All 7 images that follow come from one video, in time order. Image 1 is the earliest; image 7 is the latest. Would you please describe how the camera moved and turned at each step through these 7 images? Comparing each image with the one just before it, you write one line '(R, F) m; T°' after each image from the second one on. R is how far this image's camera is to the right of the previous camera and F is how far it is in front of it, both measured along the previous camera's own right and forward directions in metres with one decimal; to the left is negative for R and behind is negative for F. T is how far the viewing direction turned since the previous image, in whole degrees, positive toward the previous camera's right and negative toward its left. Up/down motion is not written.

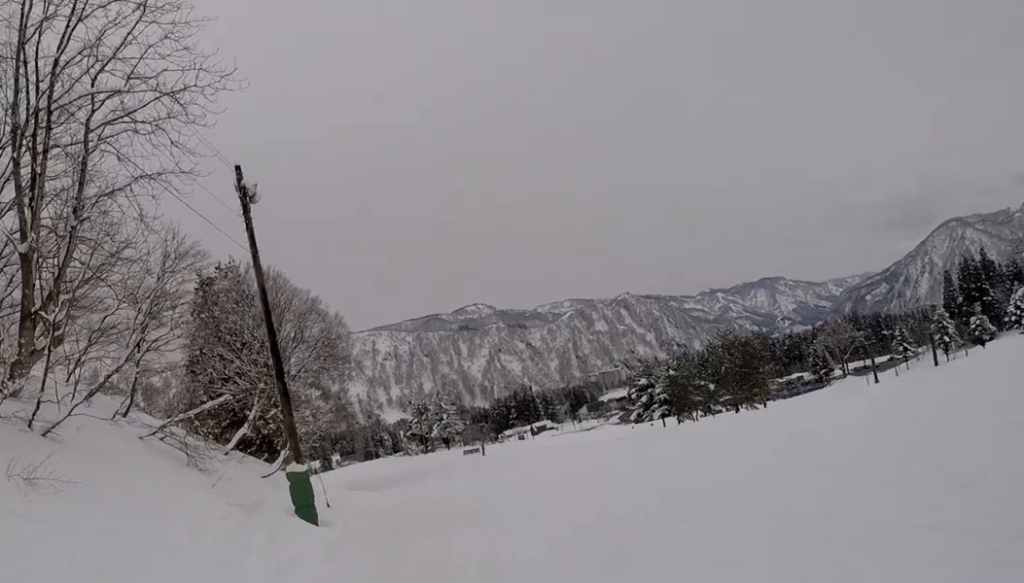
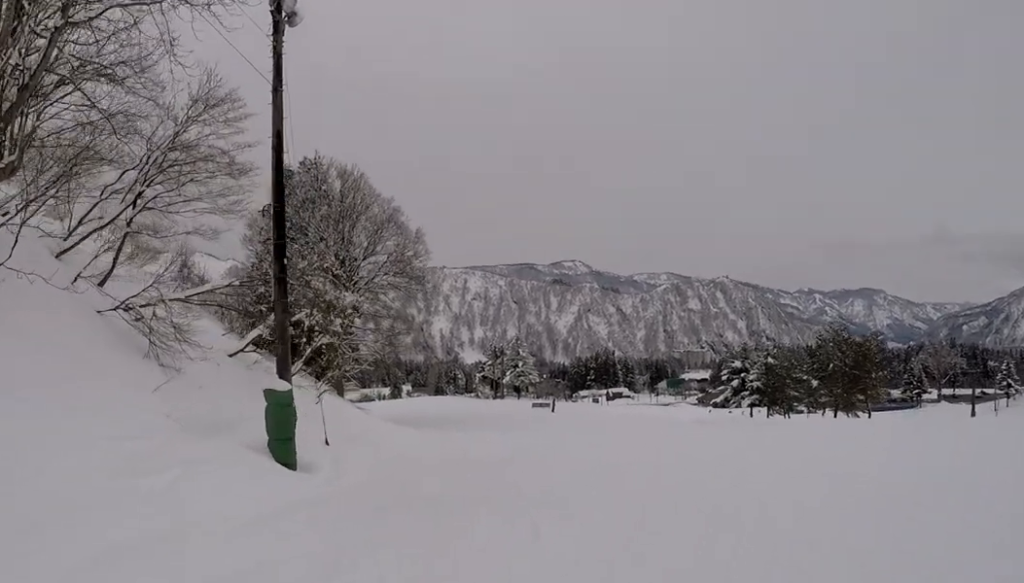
(+0.9, +6.8) m; -1°
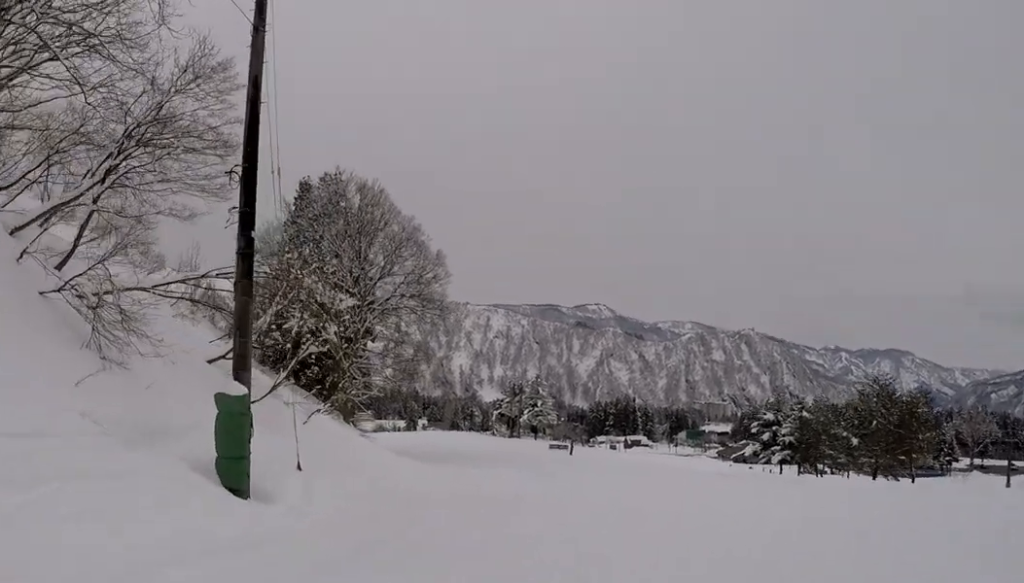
(-0.7, +3.6) m; 0°
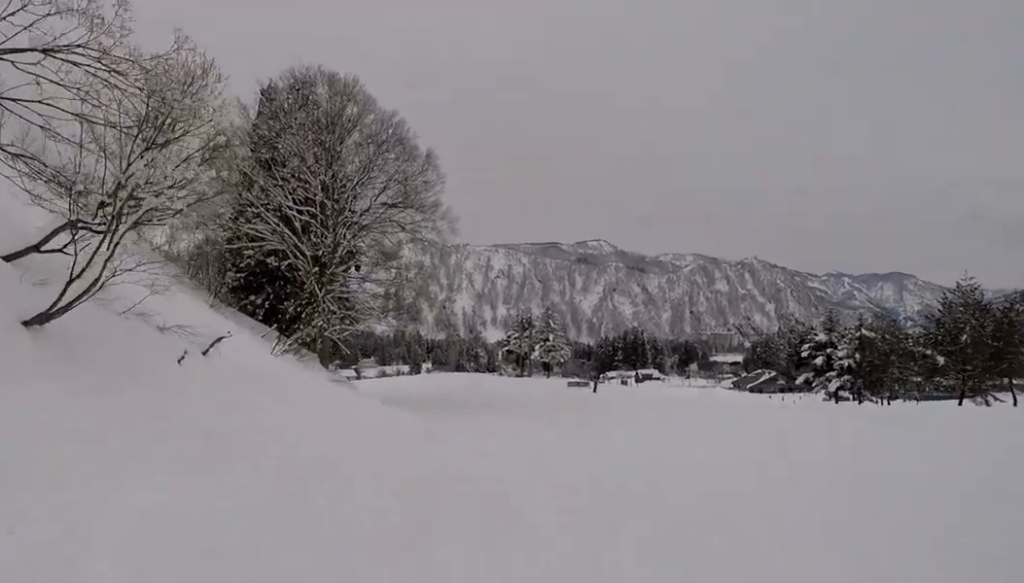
(+0.4, +10.5) m; -3°
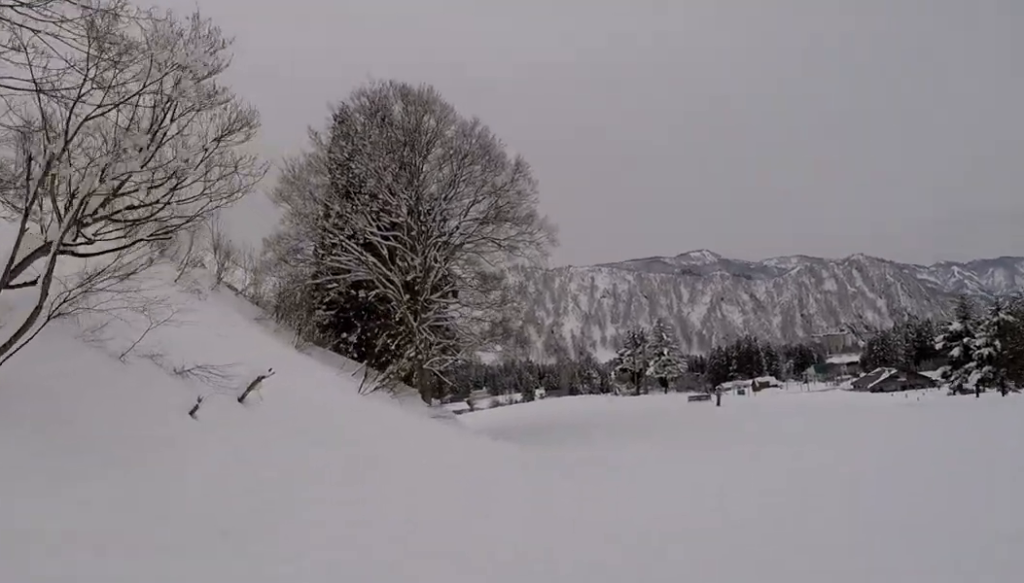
(-0.6, +3.6) m; -9°
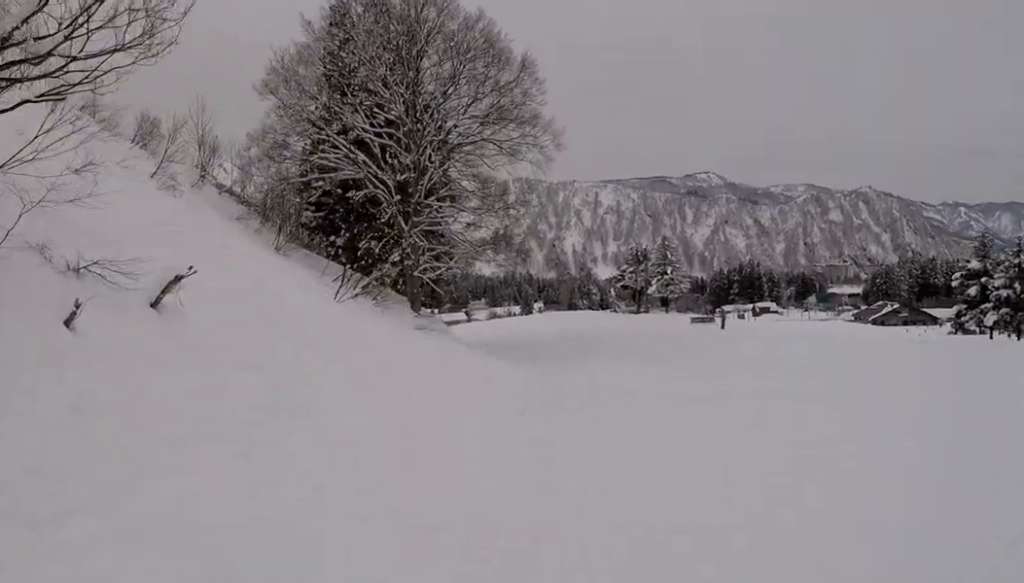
(-0.1, +2.6) m; -2°
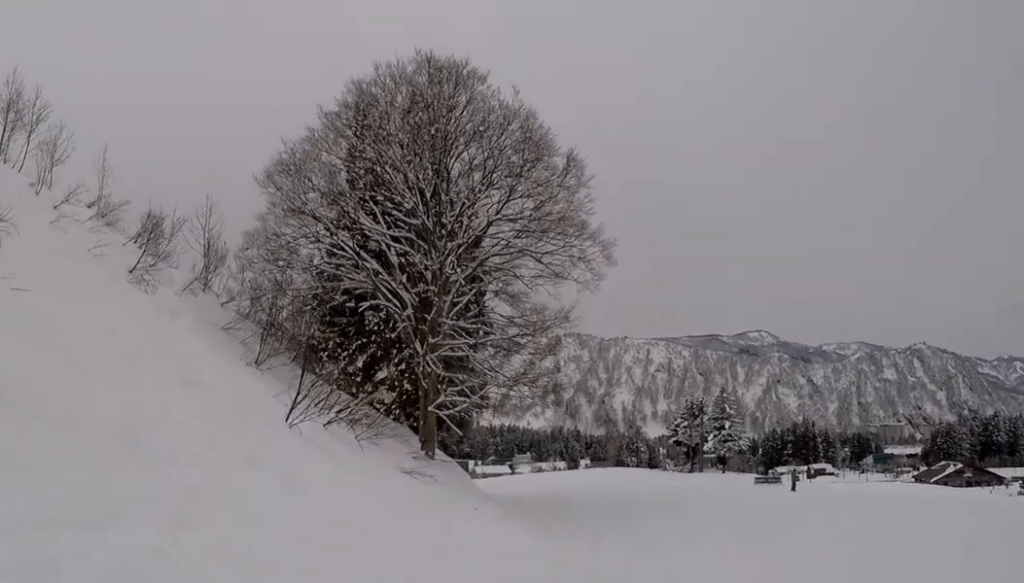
(-0.1, +7.5) m; -1°
